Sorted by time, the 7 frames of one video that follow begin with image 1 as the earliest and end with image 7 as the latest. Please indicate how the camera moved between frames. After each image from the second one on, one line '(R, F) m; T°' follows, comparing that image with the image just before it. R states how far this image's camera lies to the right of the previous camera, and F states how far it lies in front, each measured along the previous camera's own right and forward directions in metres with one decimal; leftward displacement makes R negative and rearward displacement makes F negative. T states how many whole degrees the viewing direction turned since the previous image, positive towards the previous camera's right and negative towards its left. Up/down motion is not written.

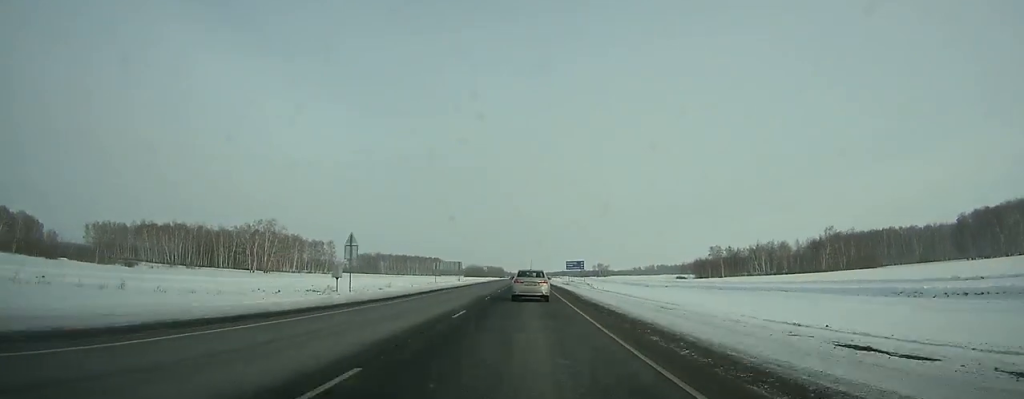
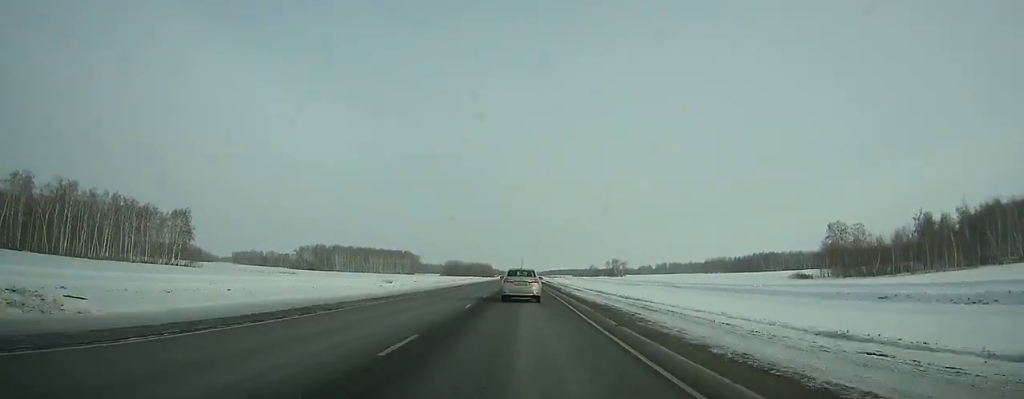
(+0.1, +141.3) m; 0°
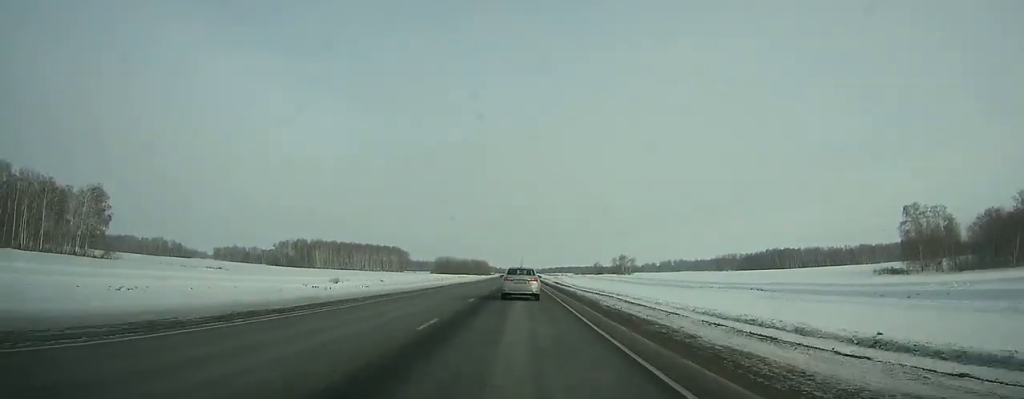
(+0.2, +46.0) m; 0°
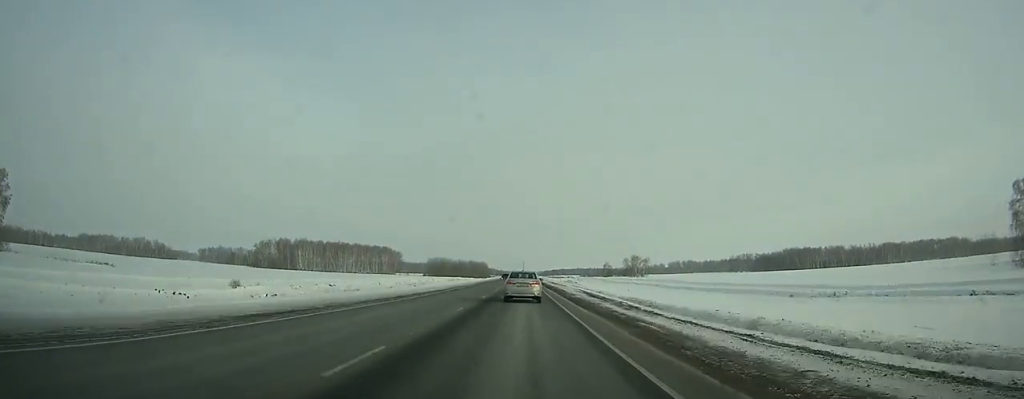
(+0.2, +41.9) m; 0°
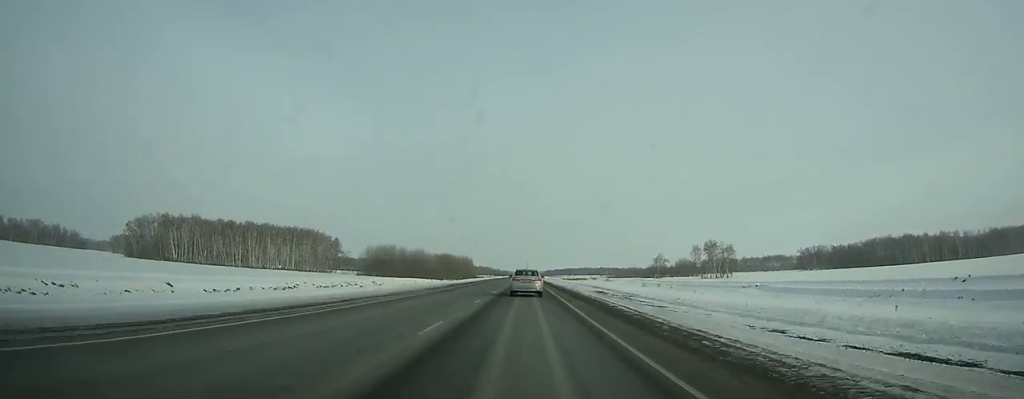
(-0.7, +165.4) m; 0°
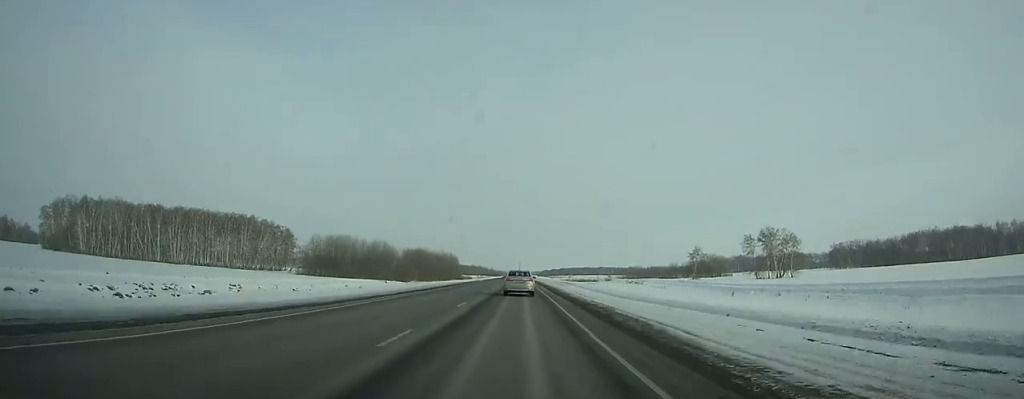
(+0.1, +63.0) m; 0°
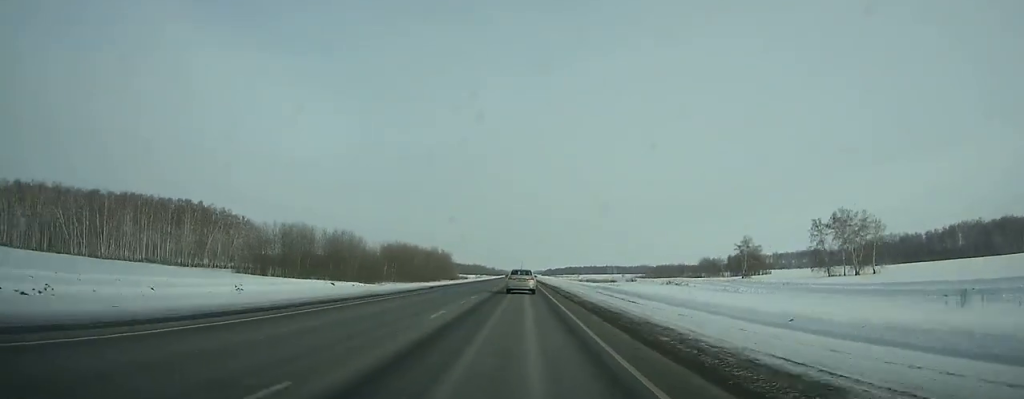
(-0.1, +43.7) m; 0°
